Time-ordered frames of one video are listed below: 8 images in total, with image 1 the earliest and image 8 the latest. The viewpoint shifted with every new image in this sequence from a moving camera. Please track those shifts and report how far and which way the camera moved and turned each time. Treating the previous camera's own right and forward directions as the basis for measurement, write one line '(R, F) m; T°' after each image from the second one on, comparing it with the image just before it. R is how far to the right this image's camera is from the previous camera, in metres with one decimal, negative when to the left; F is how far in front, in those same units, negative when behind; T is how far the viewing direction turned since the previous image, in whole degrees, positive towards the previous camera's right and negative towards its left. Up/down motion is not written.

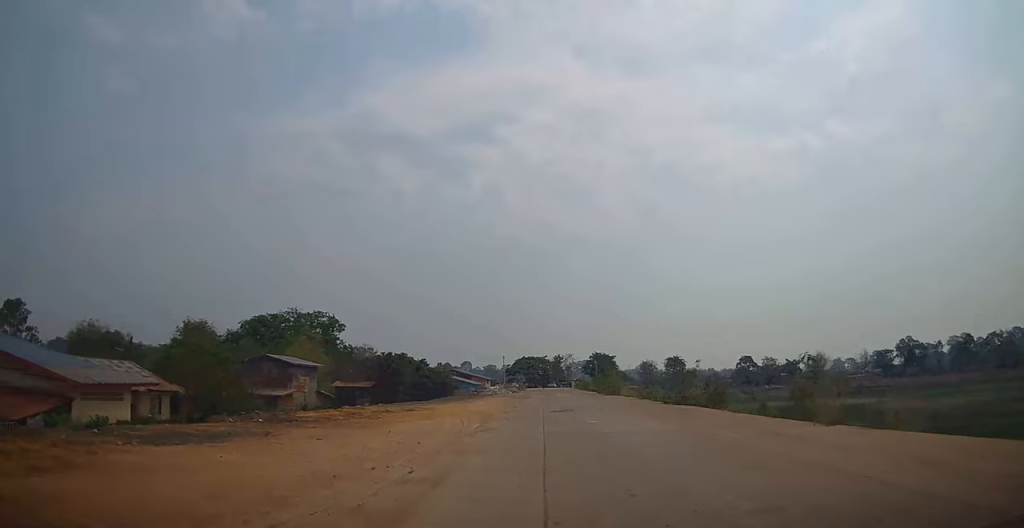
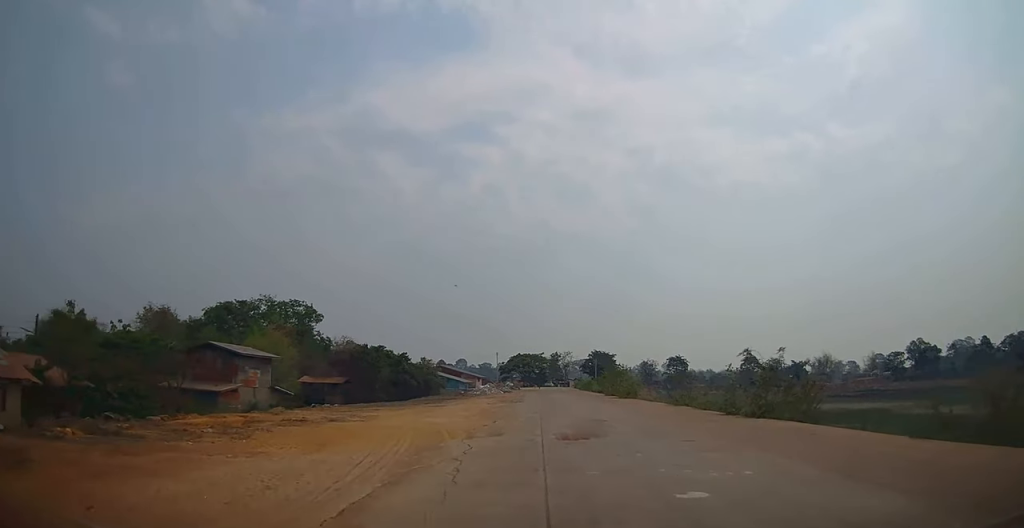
(-0.2, +10.8) m; -1°
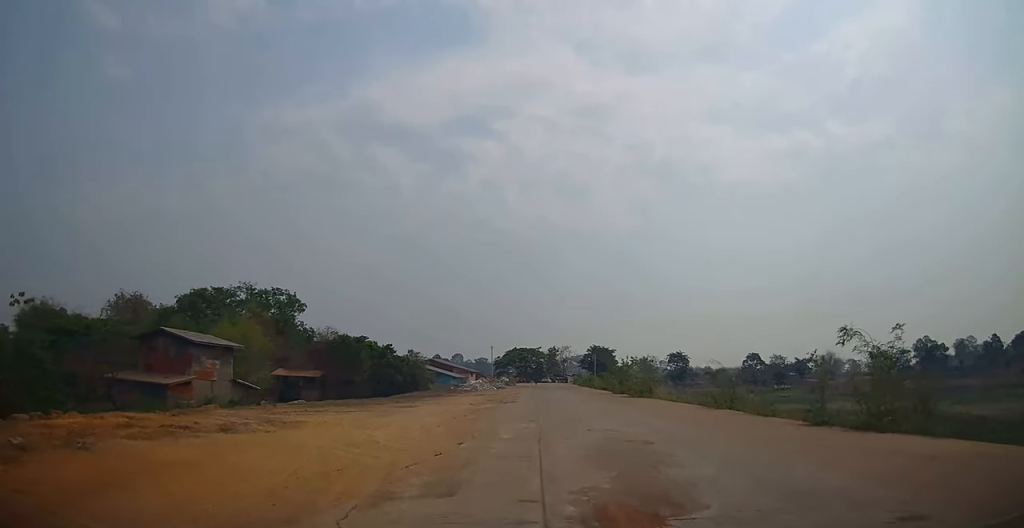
(-0.1, +7.1) m; +1°
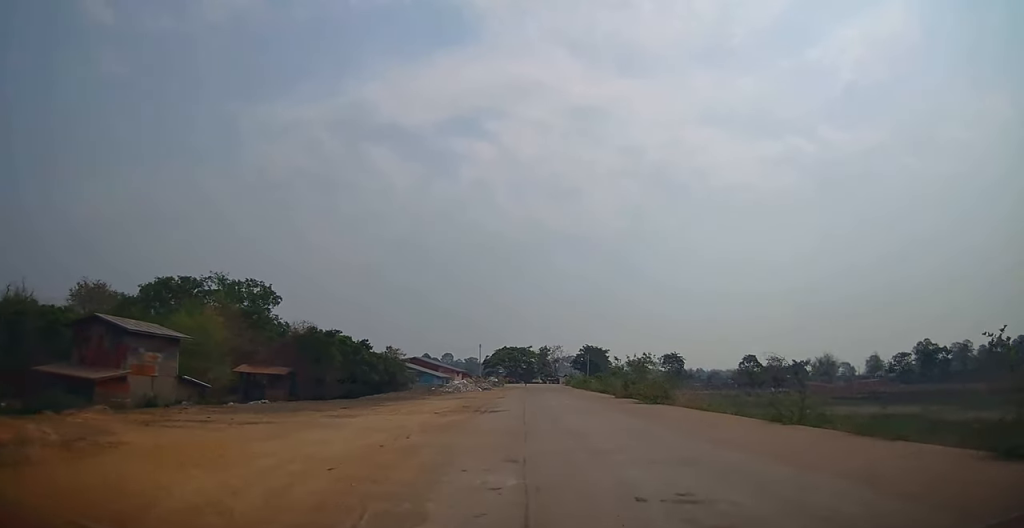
(+0.2, +7.2) m; +2°
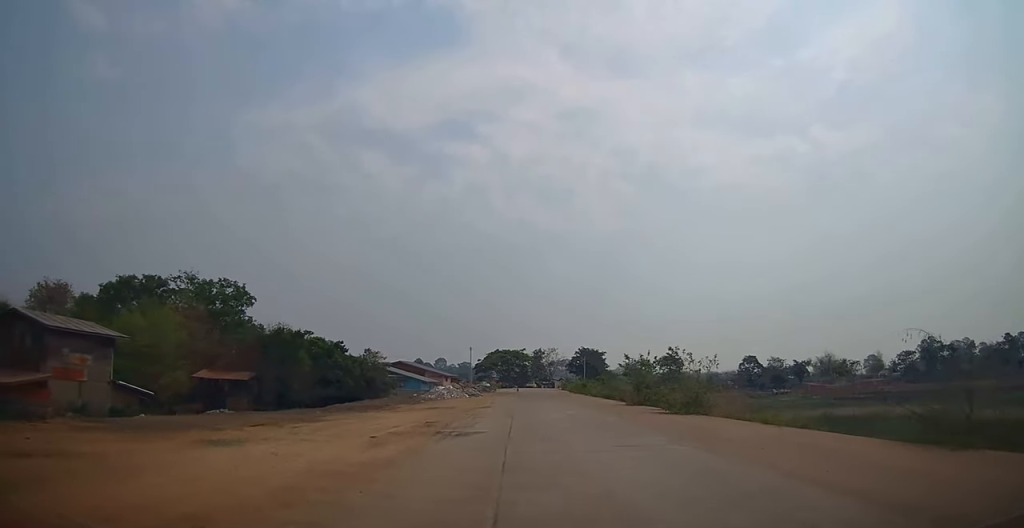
(+0.1, +7.3) m; -1°
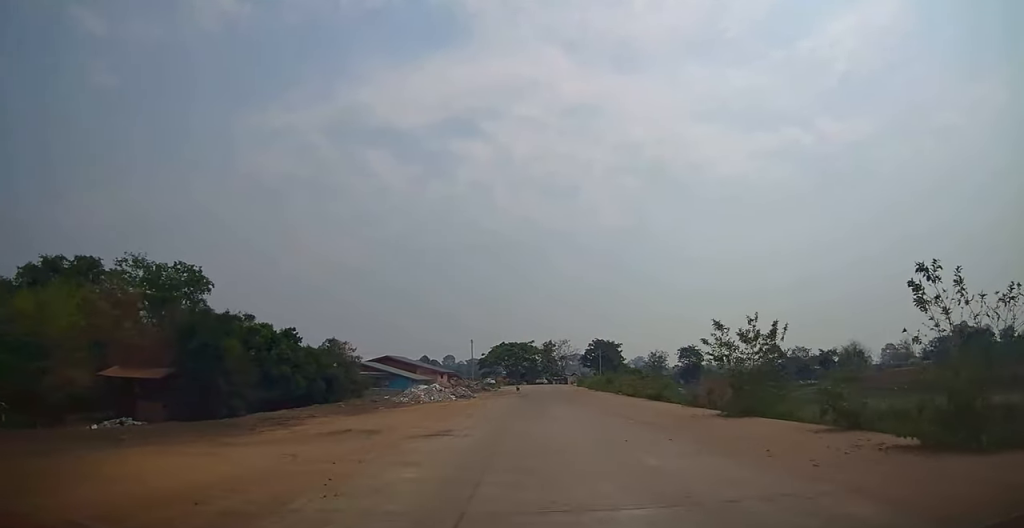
(-0.2, +15.1) m; 0°
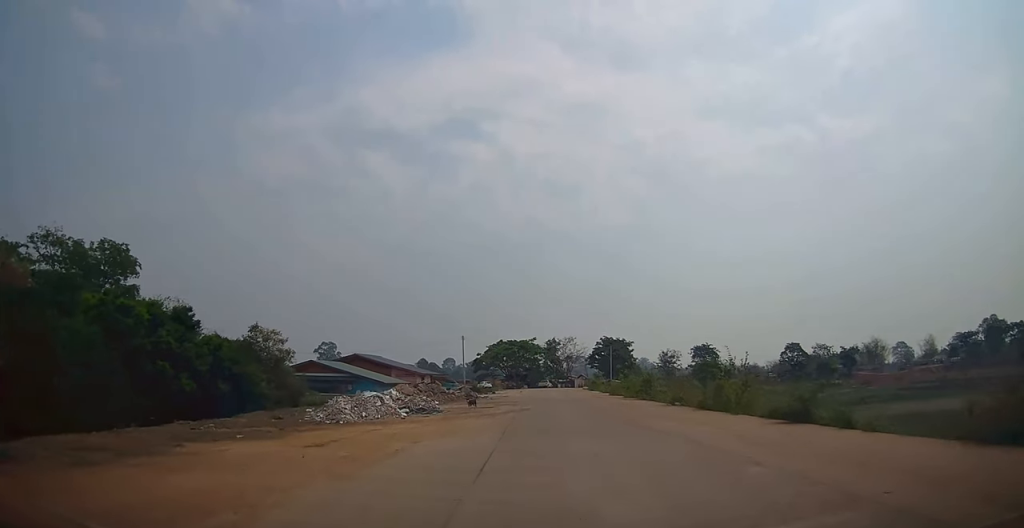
(-0.2, +15.9) m; -3°
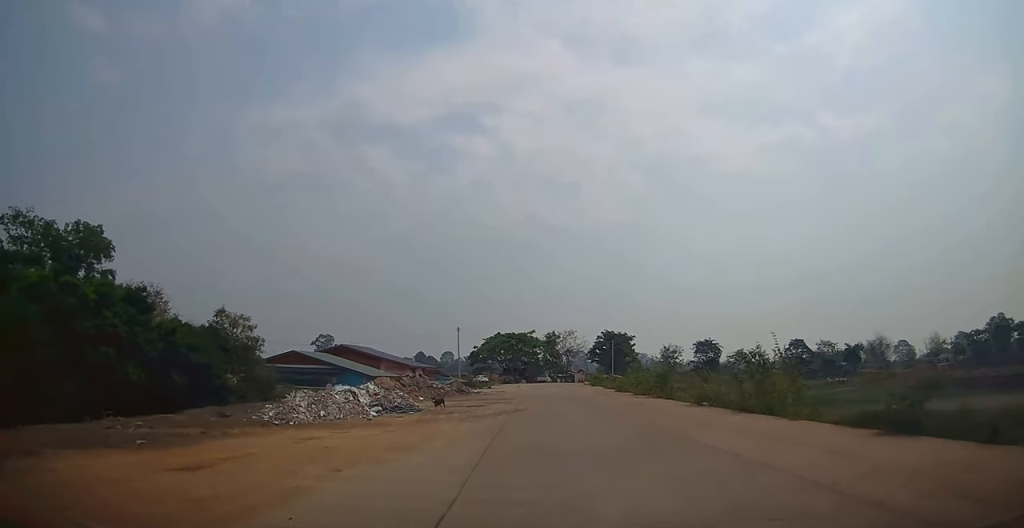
(0.0, +4.6) m; 0°
